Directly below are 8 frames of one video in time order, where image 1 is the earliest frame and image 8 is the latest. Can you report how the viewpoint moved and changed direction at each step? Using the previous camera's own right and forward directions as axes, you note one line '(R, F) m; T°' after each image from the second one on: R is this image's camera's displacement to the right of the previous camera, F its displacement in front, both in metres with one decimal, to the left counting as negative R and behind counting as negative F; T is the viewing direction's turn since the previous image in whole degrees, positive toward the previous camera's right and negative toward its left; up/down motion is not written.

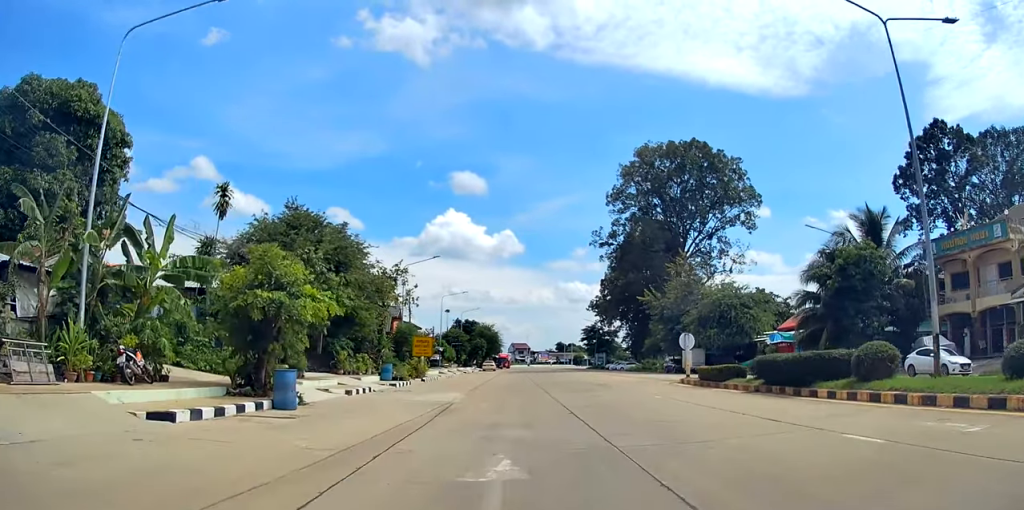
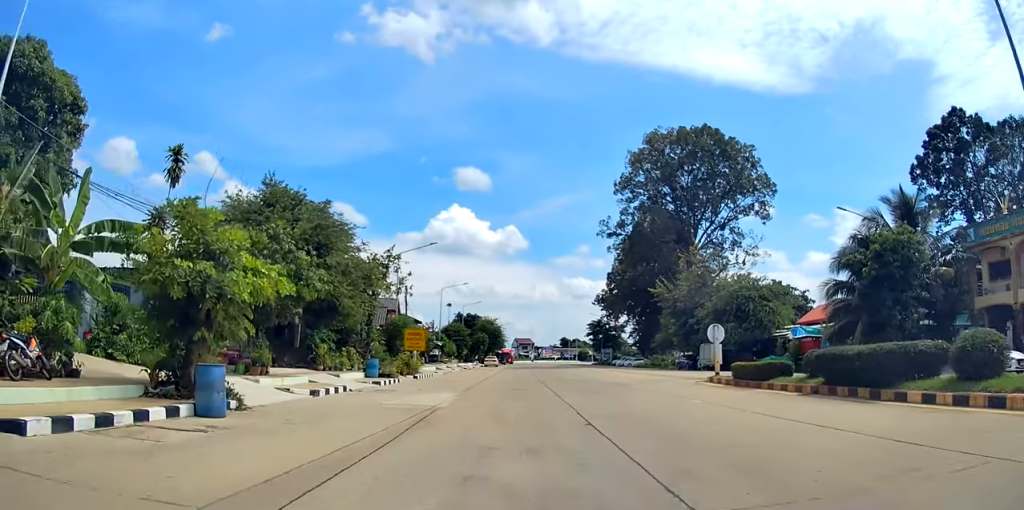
(+0.2, +4.1) m; +1°
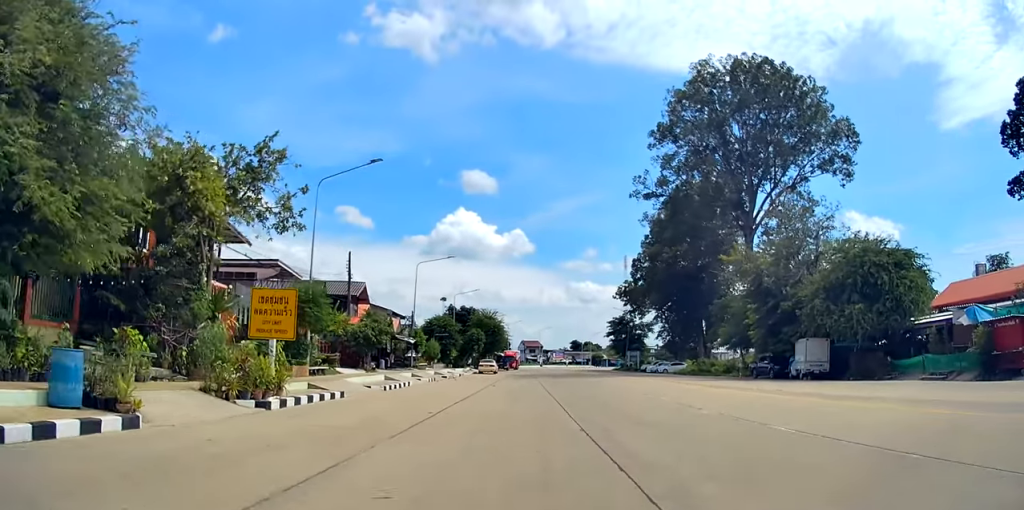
(-0.4, +23.3) m; -2°
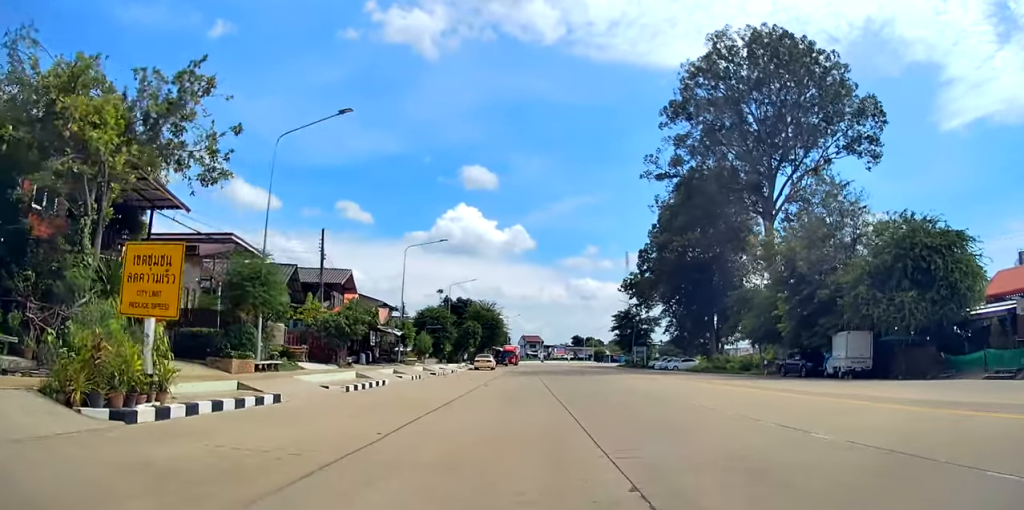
(-0.4, +6.0) m; 0°
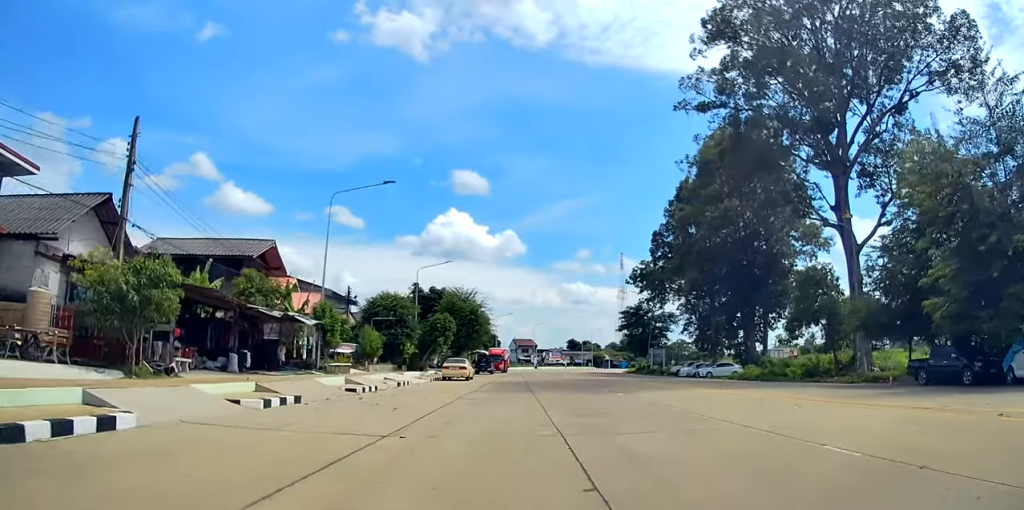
(+0.4, +18.5) m; 0°
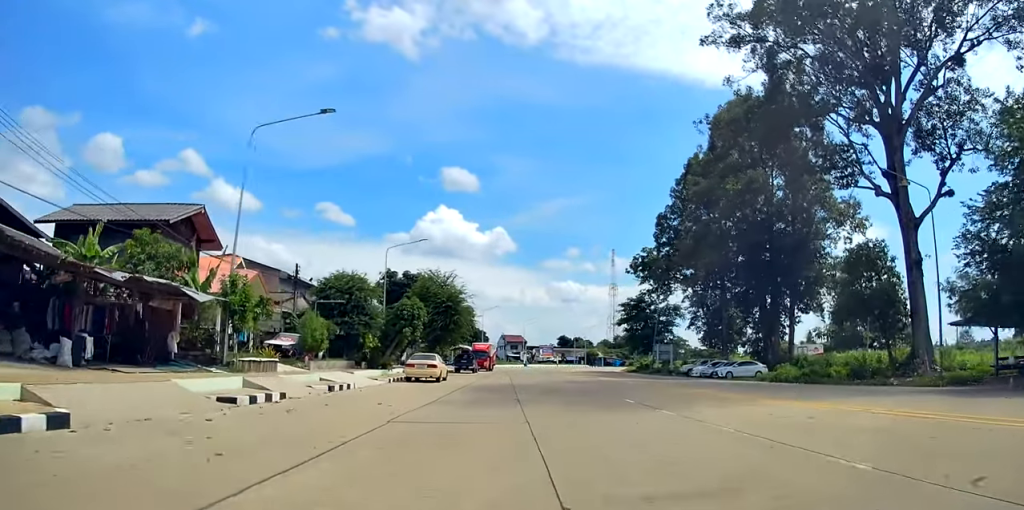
(-0.5, +9.4) m; 0°
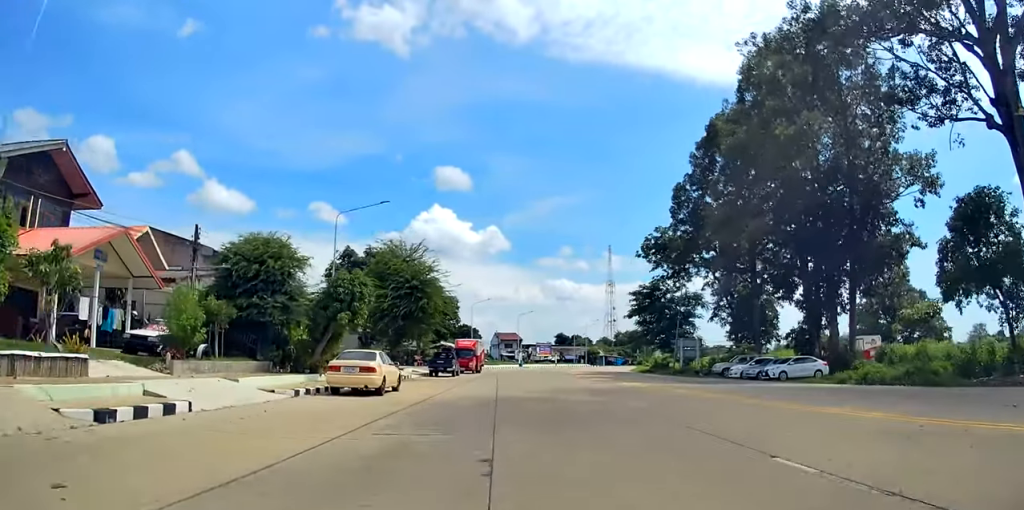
(+0.2, +12.0) m; +2°
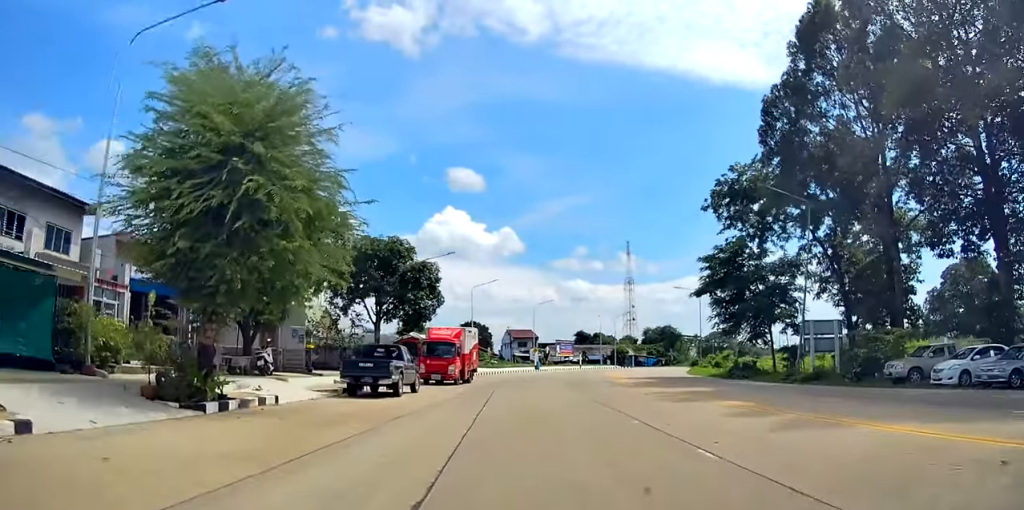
(+0.5, +23.7) m; +1°
